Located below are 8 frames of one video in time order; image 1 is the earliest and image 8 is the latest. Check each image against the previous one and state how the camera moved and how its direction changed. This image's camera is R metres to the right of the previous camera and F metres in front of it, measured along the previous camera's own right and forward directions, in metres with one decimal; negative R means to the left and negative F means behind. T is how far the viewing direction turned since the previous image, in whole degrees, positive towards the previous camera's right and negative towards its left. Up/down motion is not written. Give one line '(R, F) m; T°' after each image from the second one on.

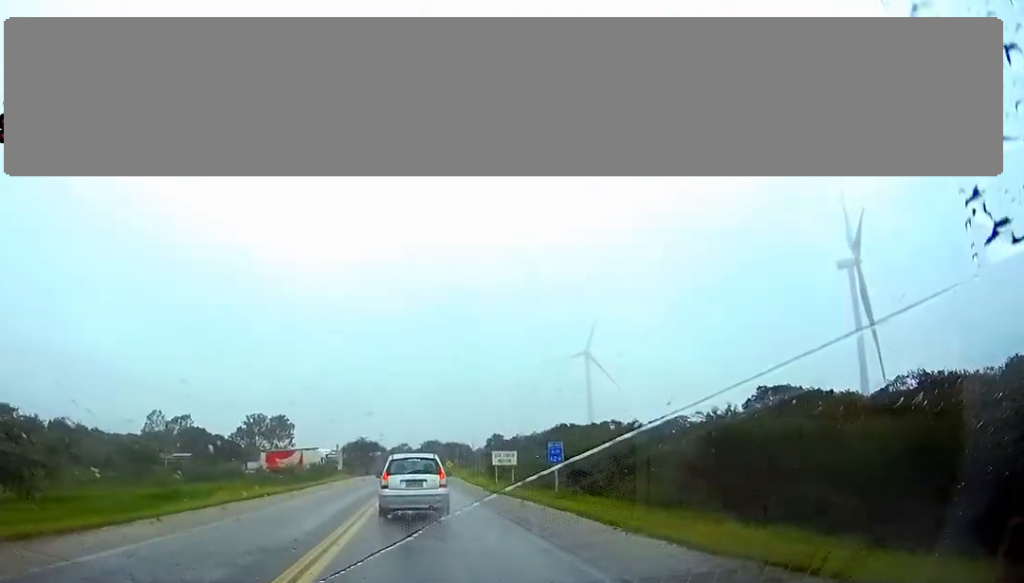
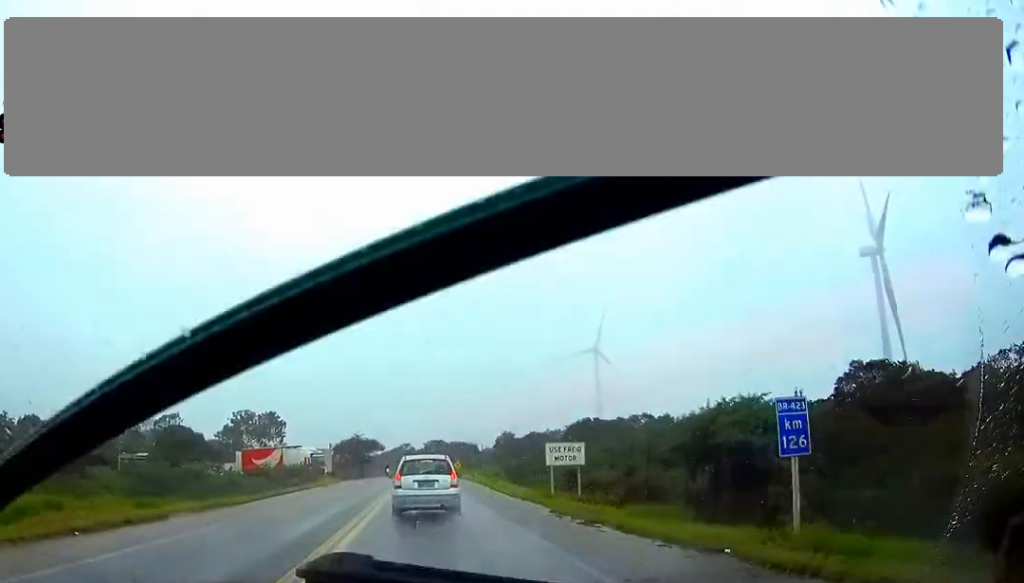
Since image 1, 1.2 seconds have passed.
(0.0, +20.3) m; 0°
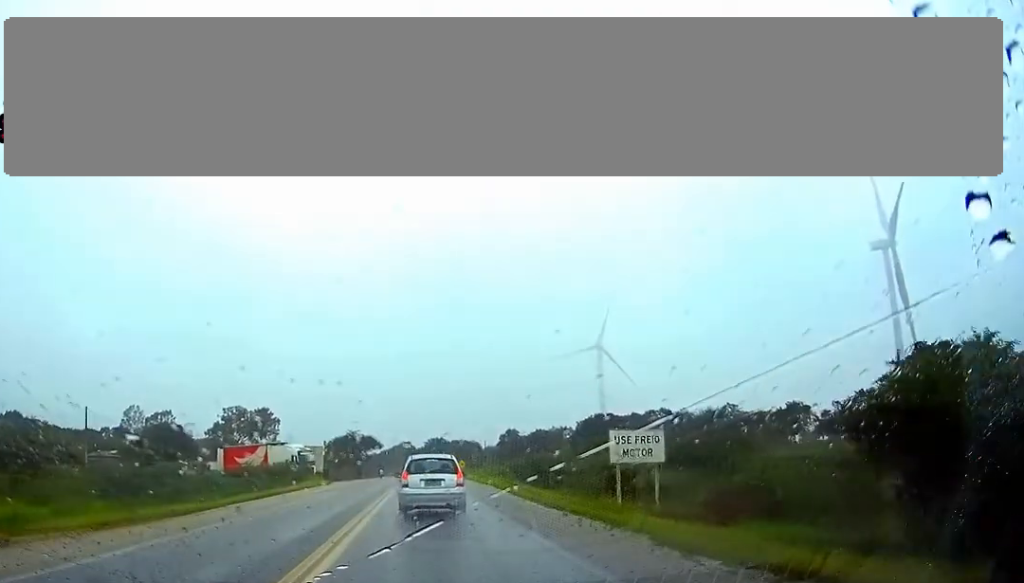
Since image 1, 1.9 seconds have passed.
(0.0, +10.5) m; 0°
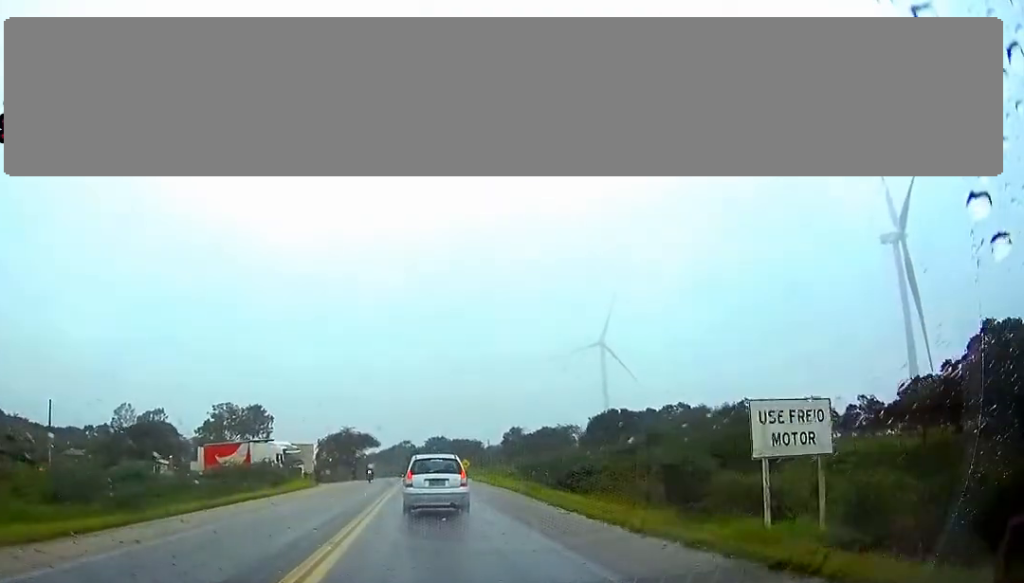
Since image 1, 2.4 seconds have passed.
(0.0, +9.5) m; 0°
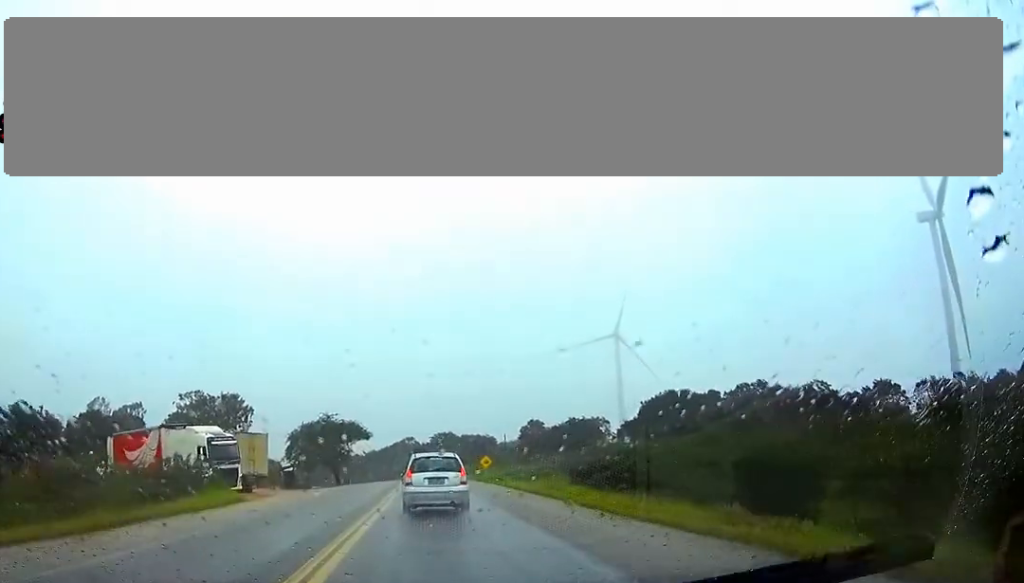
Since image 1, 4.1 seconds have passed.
(-0.2, +28.4) m; -1°
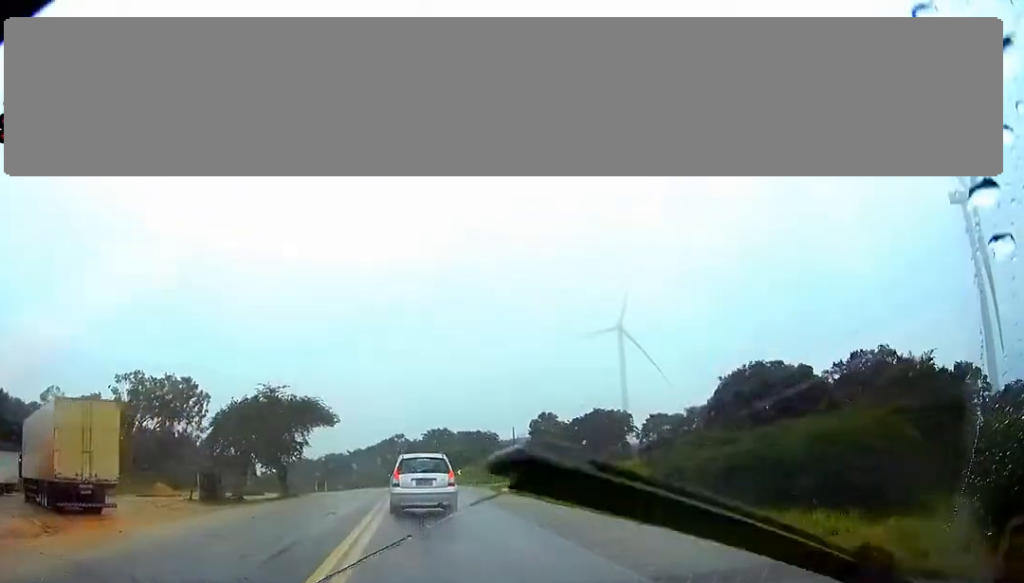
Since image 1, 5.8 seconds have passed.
(+0.1, +29.1) m; +1°
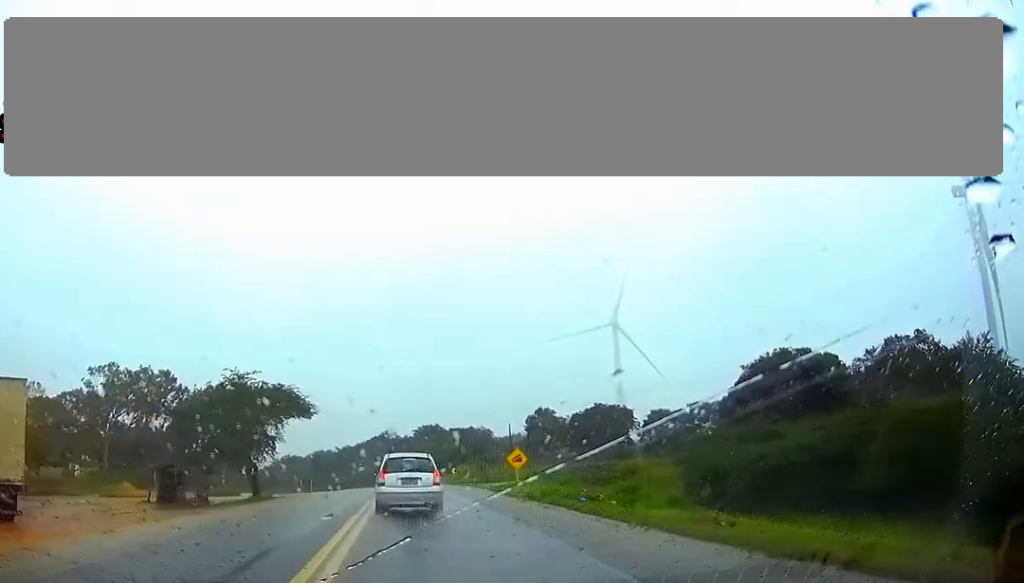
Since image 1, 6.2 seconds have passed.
(0.0, +7.2) m; 0°
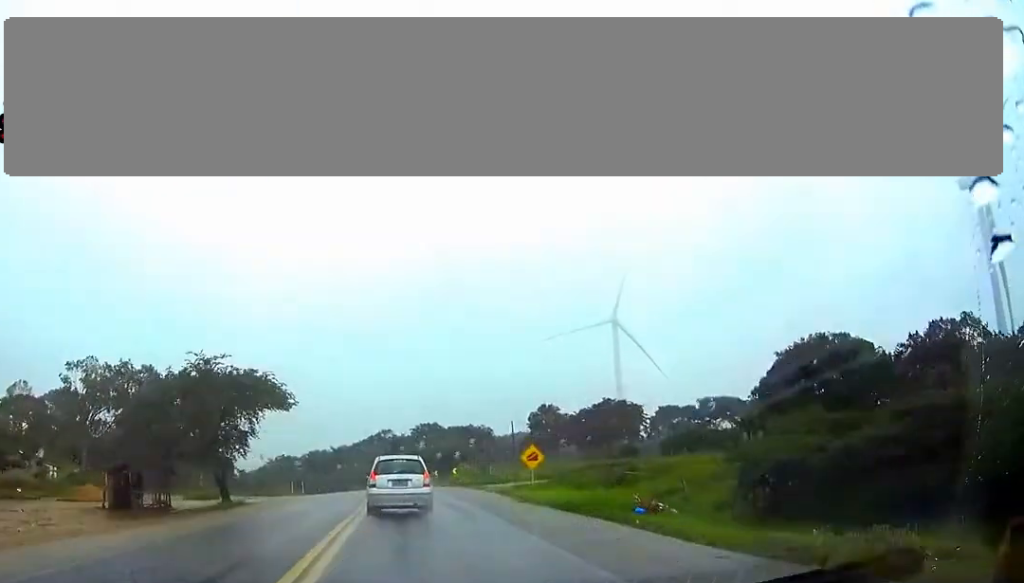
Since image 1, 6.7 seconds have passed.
(0.0, +7.2) m; 0°
